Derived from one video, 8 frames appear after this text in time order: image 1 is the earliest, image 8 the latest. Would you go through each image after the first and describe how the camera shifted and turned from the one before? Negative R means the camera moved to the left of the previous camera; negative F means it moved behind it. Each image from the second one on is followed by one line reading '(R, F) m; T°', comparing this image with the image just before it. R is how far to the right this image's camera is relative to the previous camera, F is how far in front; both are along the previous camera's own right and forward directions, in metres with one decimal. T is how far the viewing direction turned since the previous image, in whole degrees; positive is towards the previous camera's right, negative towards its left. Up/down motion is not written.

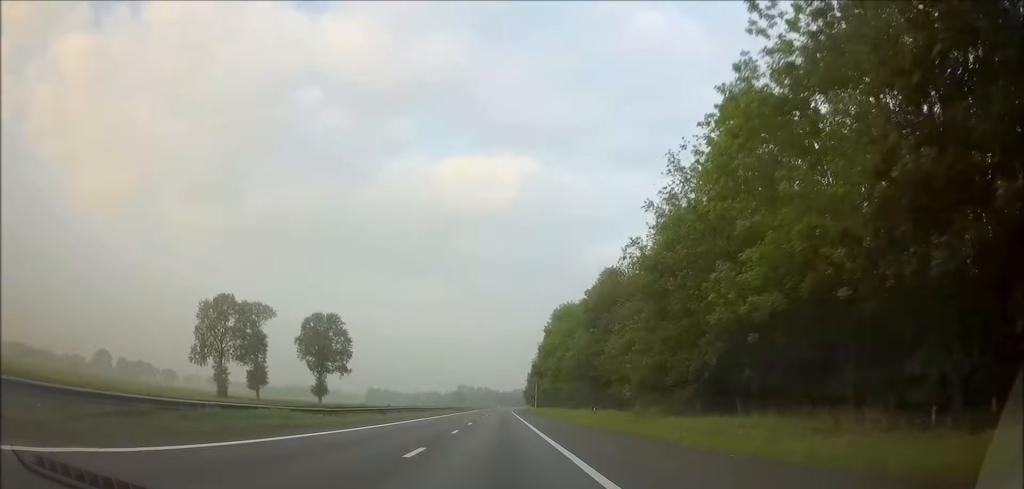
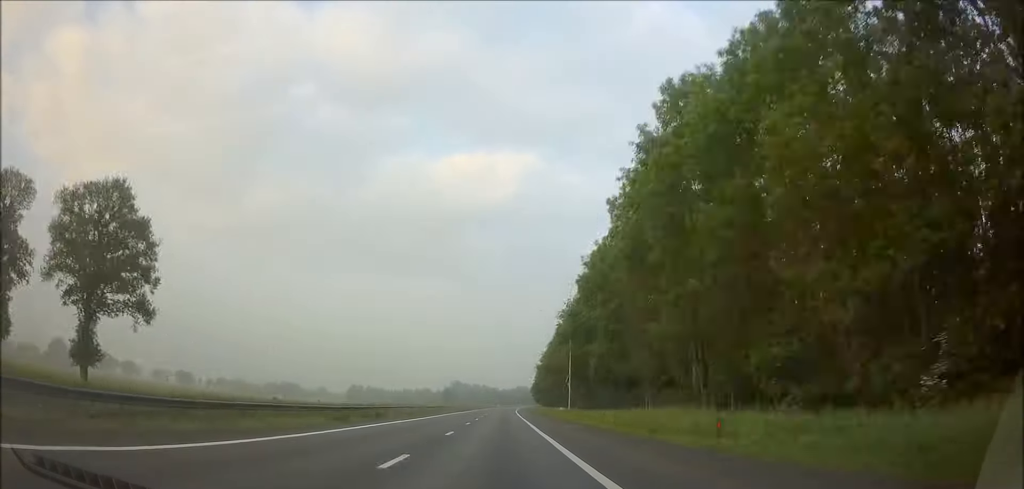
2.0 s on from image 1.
(-0.4, +74.0) m; 0°
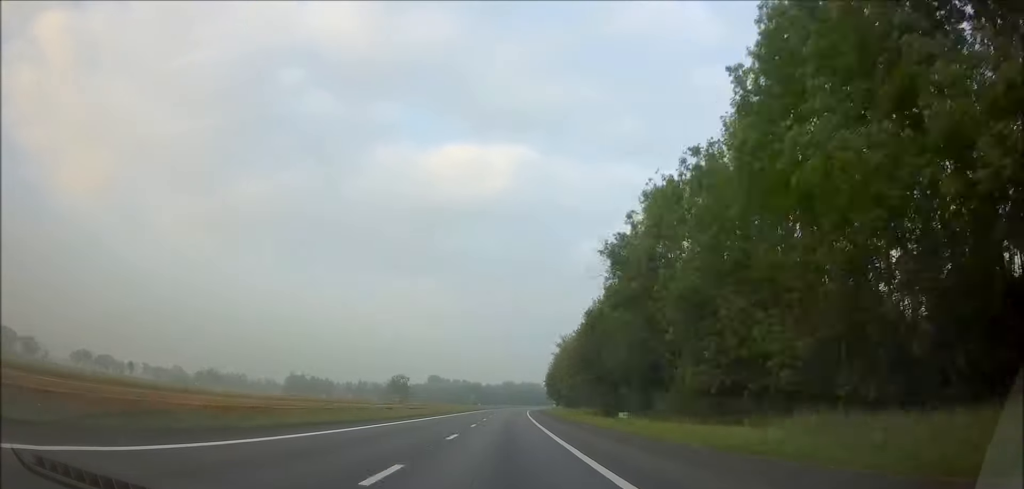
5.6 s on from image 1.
(+1.9, +133.0) m; +2°
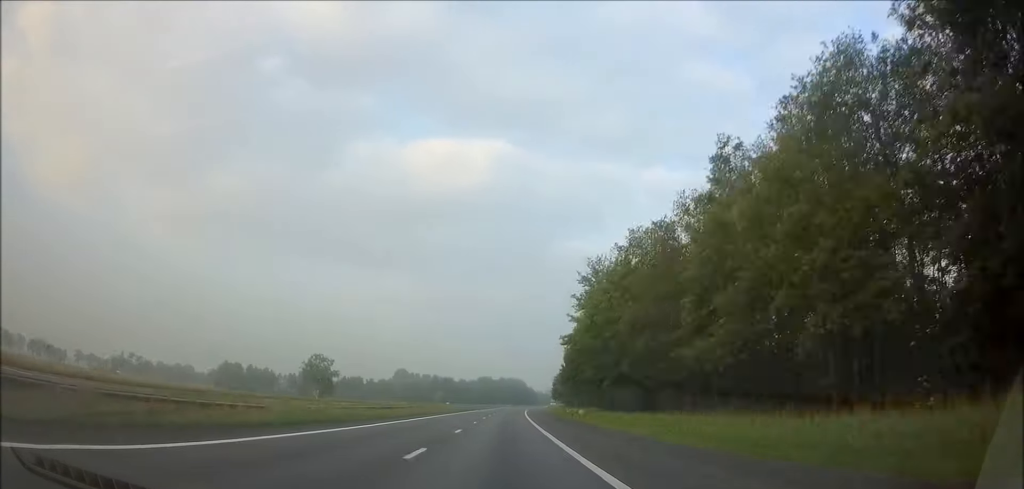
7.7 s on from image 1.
(+2.2, +79.0) m; +2°
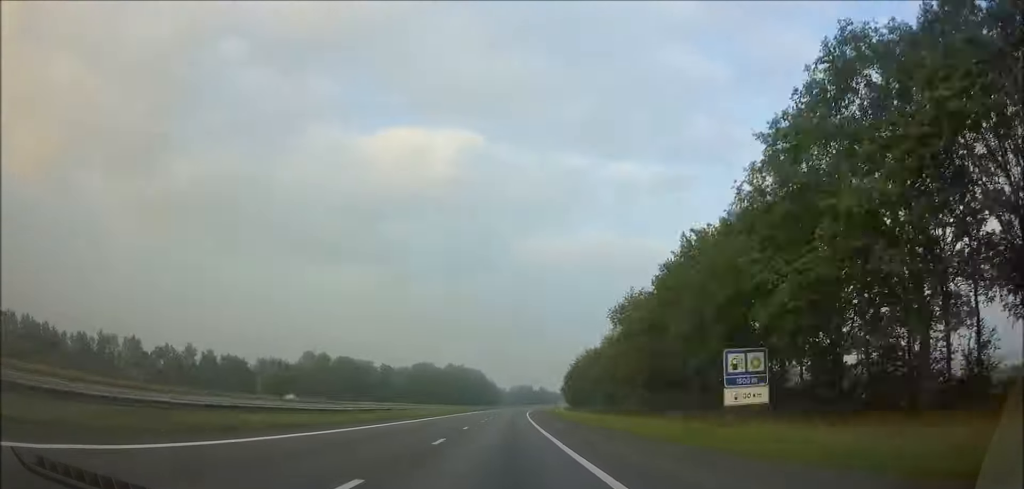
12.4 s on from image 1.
(+5.8, +173.0) m; +4°
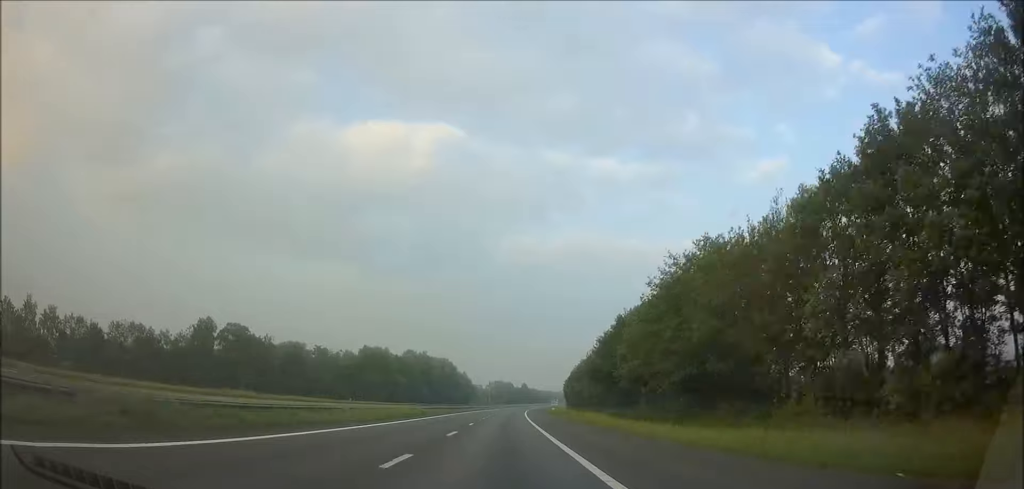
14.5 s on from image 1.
(+0.8, +79.3) m; +2°
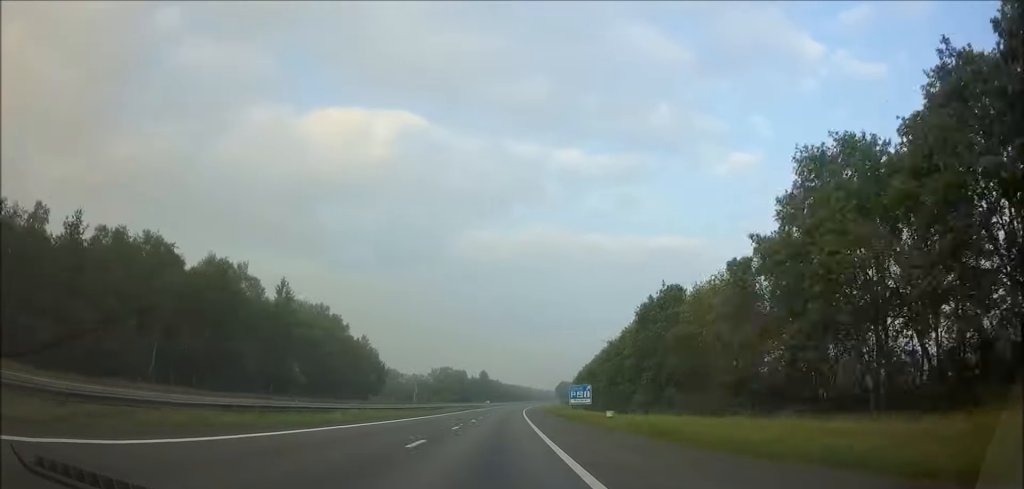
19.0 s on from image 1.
(+5.7, +163.8) m; +4°
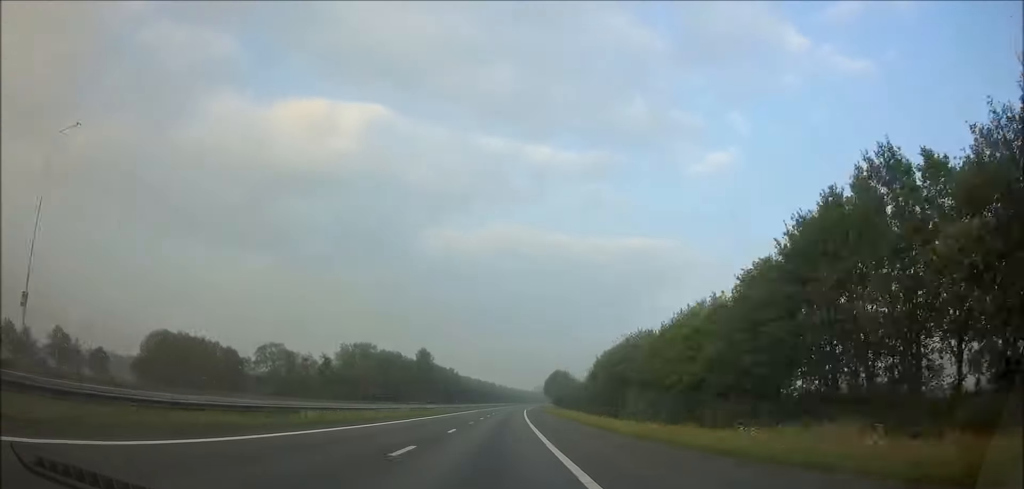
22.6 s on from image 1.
(+3.1, +134.0) m; +3°
